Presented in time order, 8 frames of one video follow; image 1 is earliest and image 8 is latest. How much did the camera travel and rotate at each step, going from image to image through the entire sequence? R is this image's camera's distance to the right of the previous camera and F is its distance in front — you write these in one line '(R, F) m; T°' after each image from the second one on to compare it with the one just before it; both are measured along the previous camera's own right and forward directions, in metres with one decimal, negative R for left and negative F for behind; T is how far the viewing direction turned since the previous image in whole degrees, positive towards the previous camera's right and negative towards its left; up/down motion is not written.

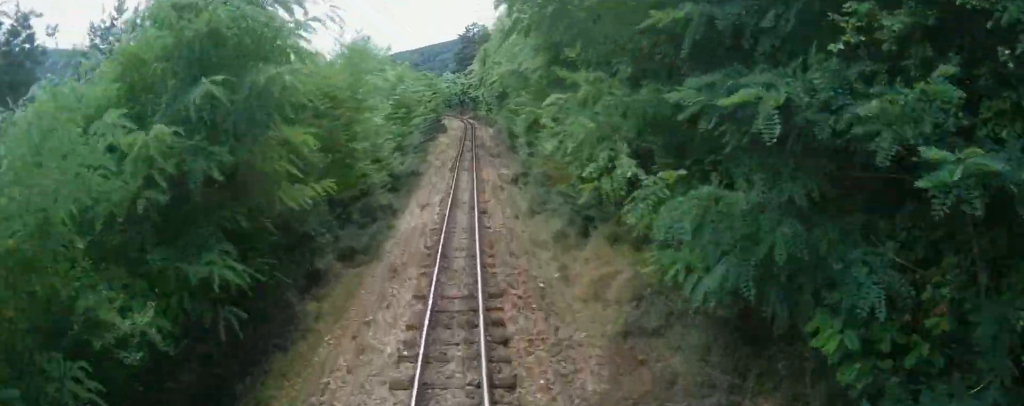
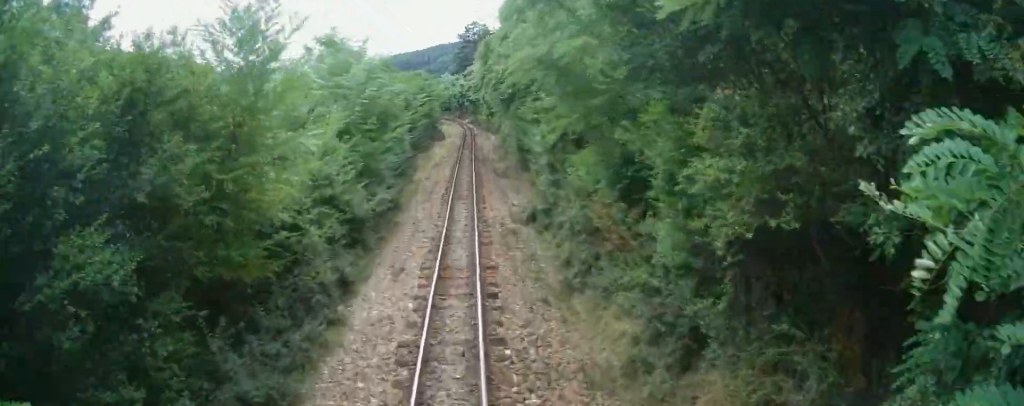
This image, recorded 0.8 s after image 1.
(+0.2, +7.5) m; +2°
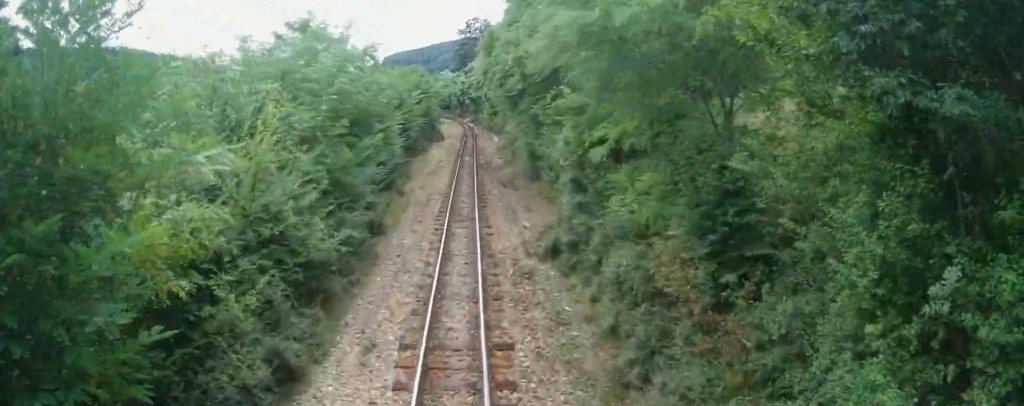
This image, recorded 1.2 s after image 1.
(0.0, +4.3) m; 0°
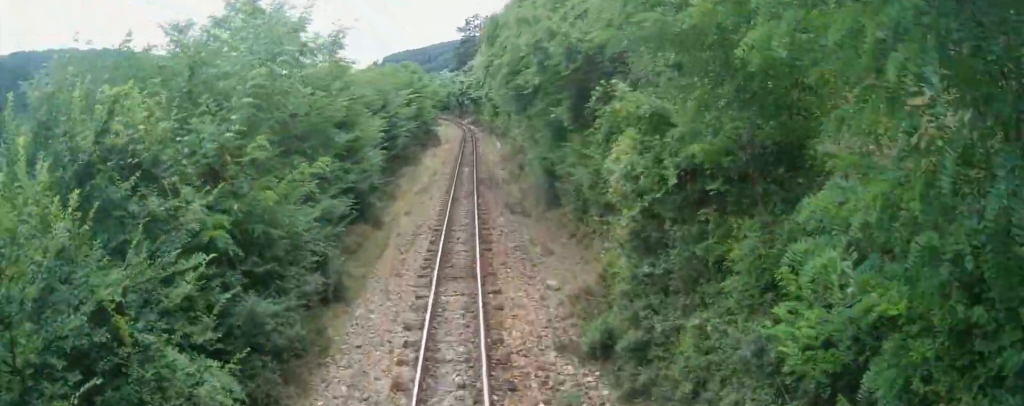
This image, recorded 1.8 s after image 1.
(0.0, +5.5) m; 0°
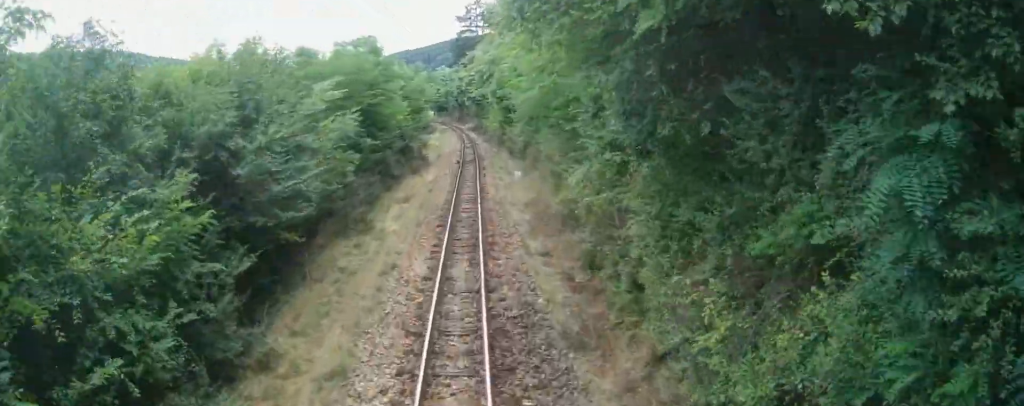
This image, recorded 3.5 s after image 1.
(-0.5, +16.8) m; -3°
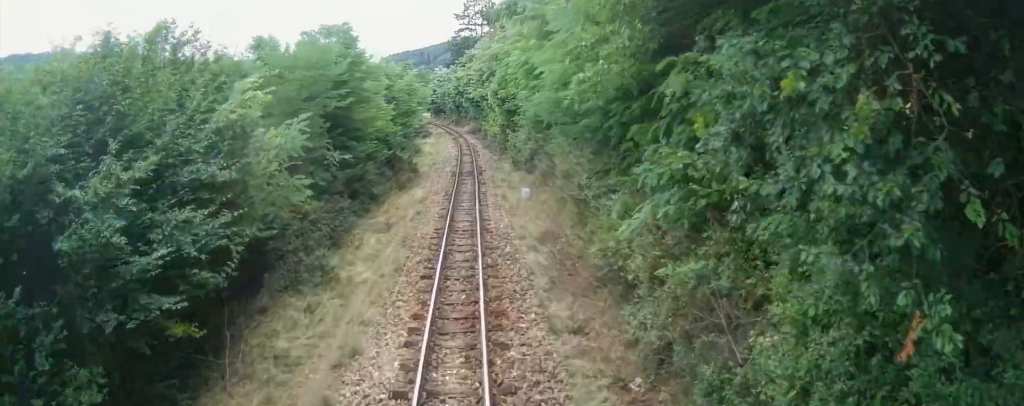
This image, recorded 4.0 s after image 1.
(0.0, +4.8) m; -1°
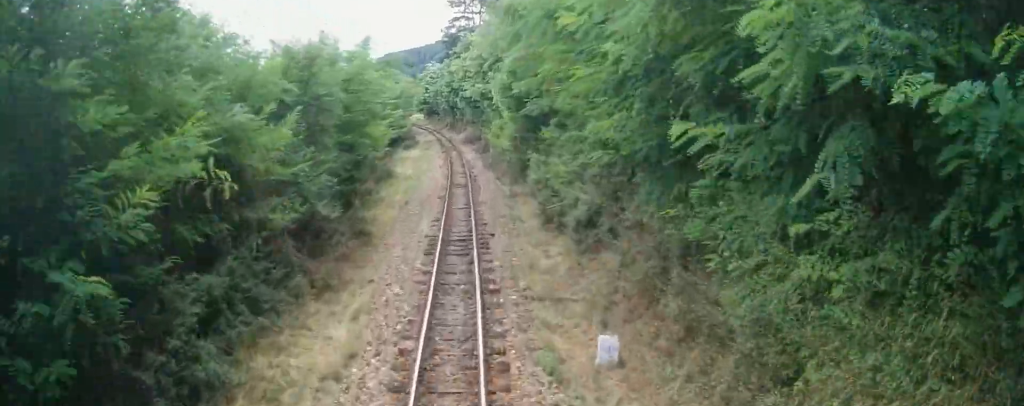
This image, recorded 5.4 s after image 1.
(-0.1, +14.5) m; -1°
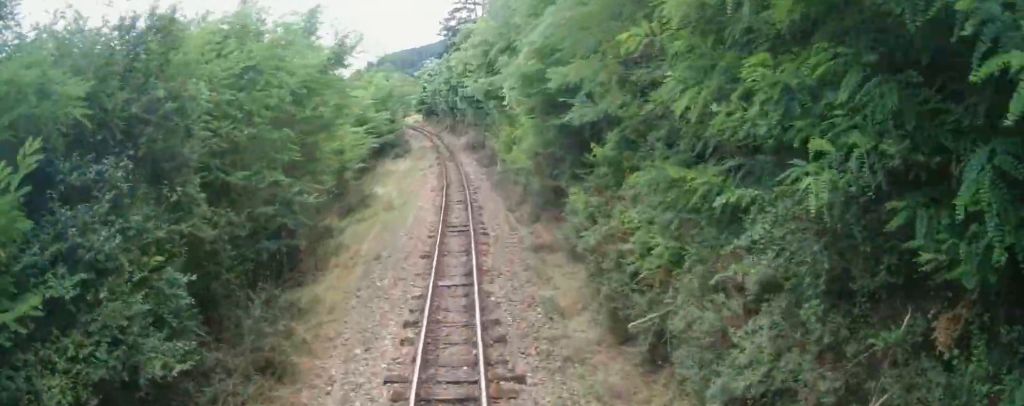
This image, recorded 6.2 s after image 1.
(0.0, +8.8) m; 0°
